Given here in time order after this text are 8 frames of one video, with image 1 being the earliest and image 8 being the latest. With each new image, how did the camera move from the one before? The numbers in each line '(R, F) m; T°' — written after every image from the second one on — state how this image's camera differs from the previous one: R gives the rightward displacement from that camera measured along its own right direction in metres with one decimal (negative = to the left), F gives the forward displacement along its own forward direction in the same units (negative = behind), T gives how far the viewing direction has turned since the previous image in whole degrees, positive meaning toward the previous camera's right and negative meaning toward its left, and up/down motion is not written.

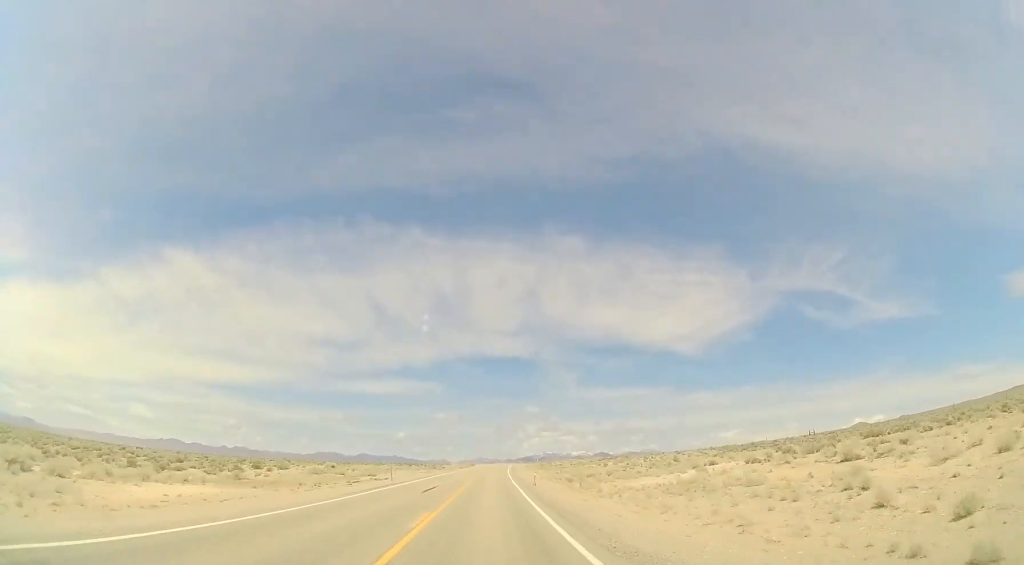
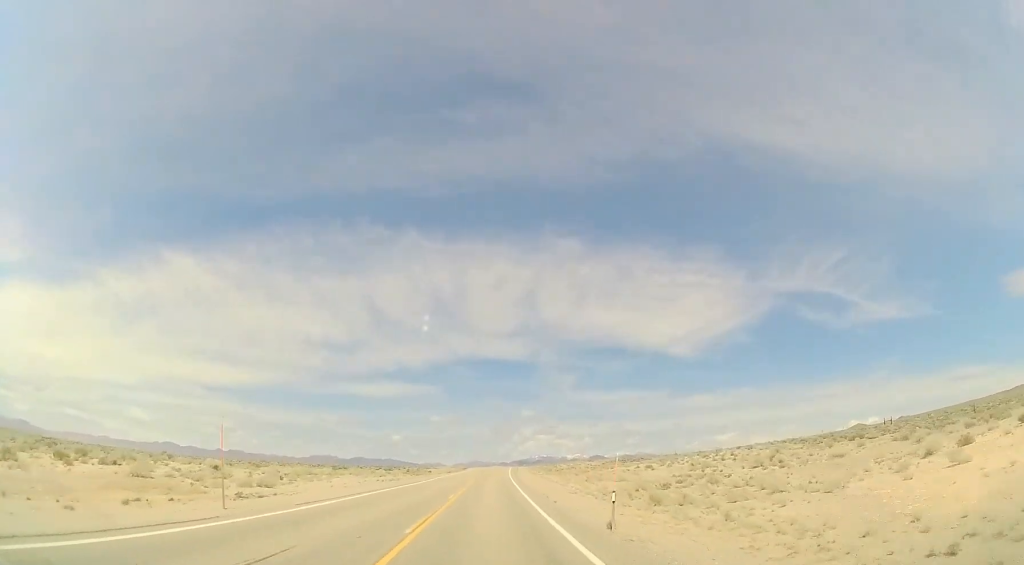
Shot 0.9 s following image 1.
(-0.3, +25.6) m; +1°
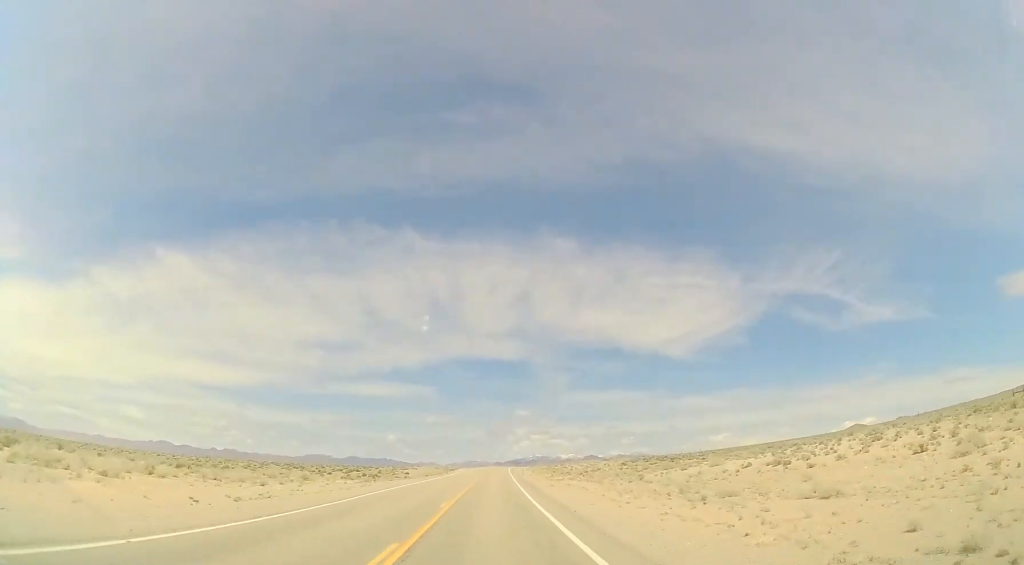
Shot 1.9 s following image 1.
(+0.5, +29.6) m; +2°
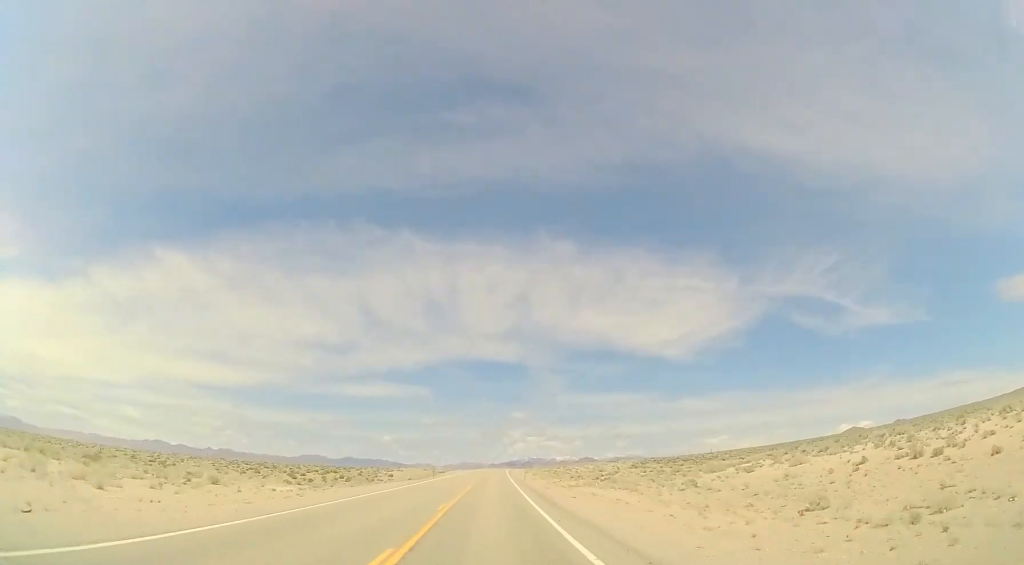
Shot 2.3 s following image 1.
(+0.1, +12.8) m; 0°
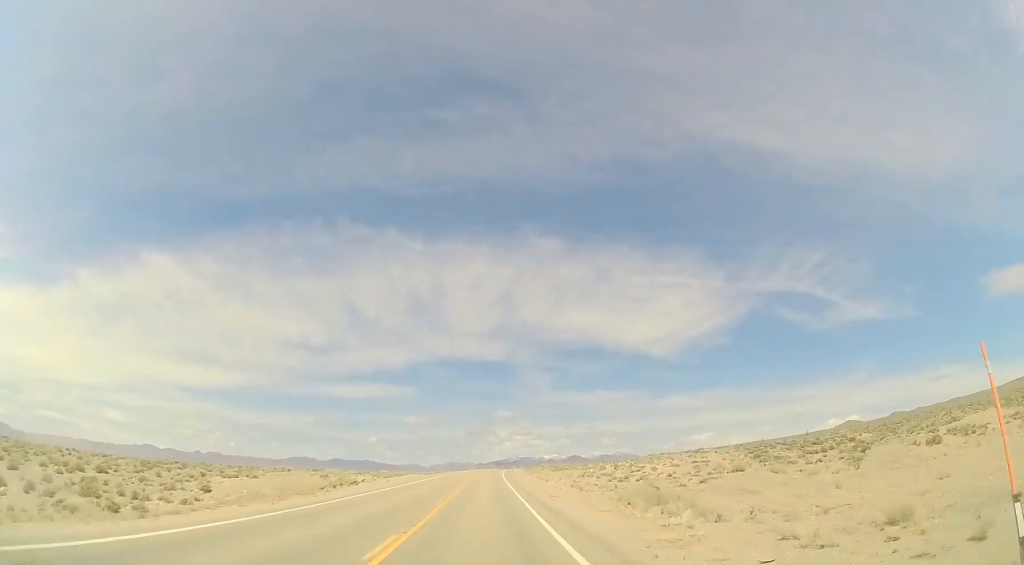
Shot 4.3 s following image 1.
(+0.4, +59.0) m; 0°
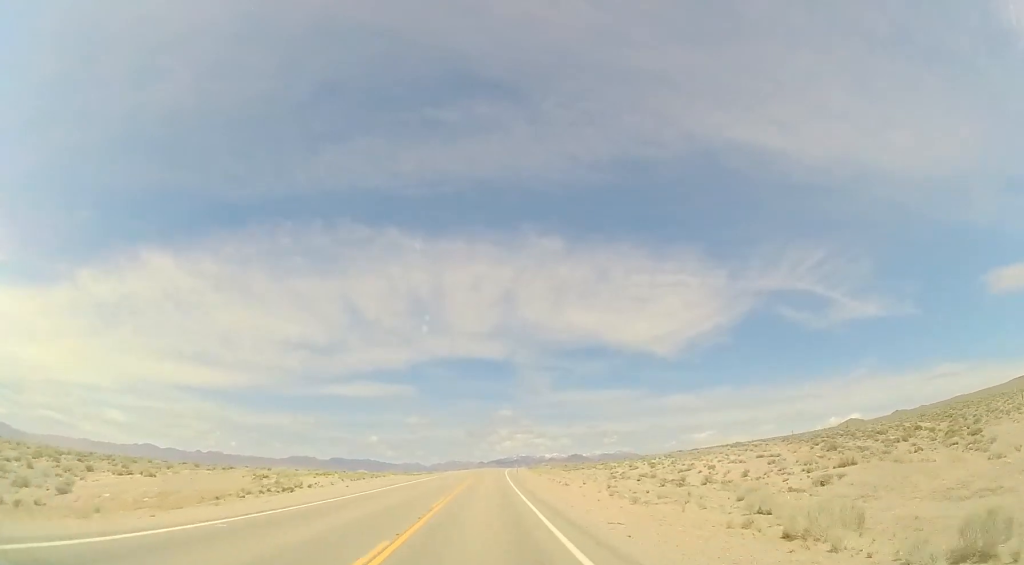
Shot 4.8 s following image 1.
(0.0, +13.7) m; 0°
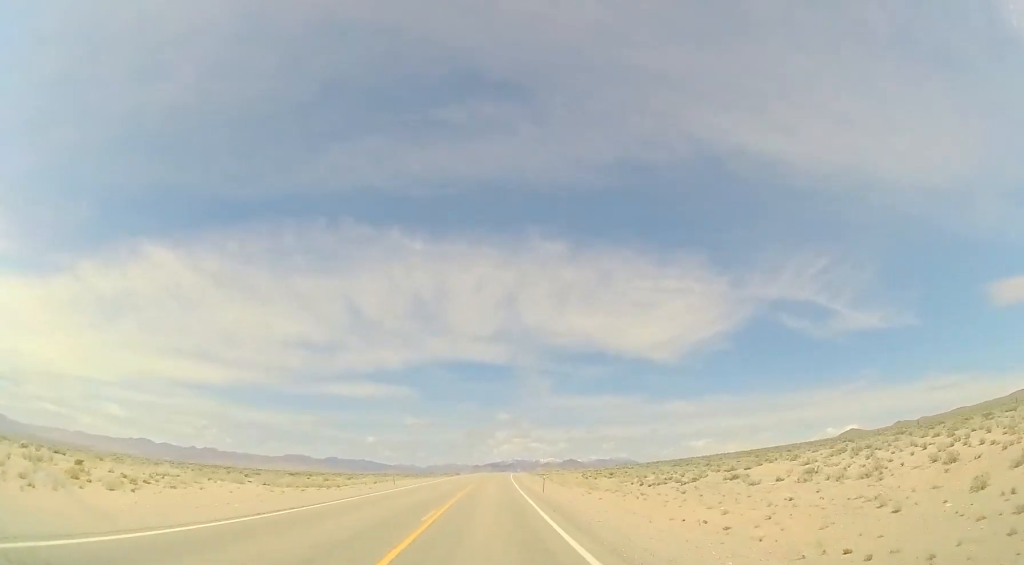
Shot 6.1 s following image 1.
(+0.5, +40.4) m; +1°
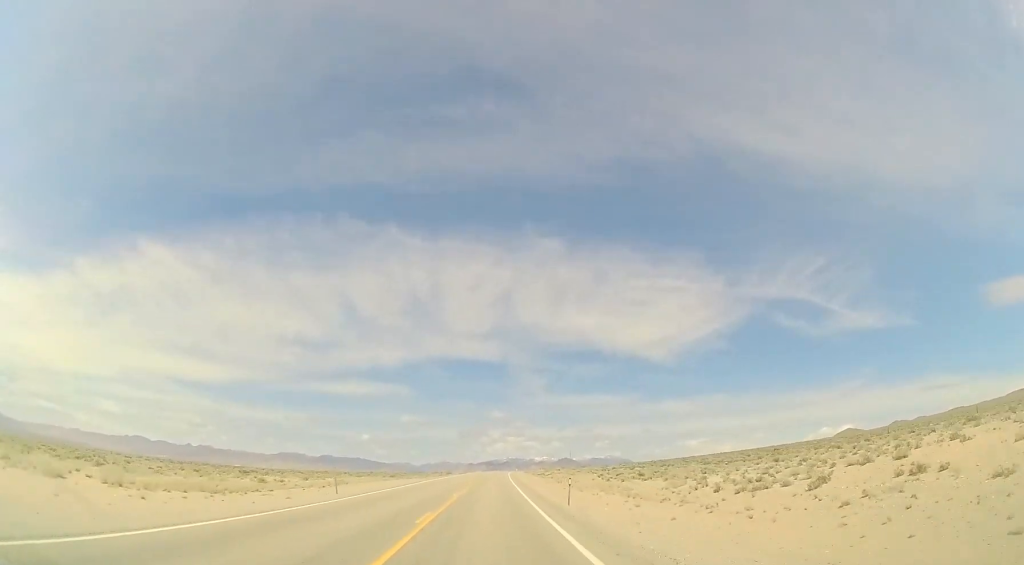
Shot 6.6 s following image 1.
(-0.1, +13.8) m; 0°
